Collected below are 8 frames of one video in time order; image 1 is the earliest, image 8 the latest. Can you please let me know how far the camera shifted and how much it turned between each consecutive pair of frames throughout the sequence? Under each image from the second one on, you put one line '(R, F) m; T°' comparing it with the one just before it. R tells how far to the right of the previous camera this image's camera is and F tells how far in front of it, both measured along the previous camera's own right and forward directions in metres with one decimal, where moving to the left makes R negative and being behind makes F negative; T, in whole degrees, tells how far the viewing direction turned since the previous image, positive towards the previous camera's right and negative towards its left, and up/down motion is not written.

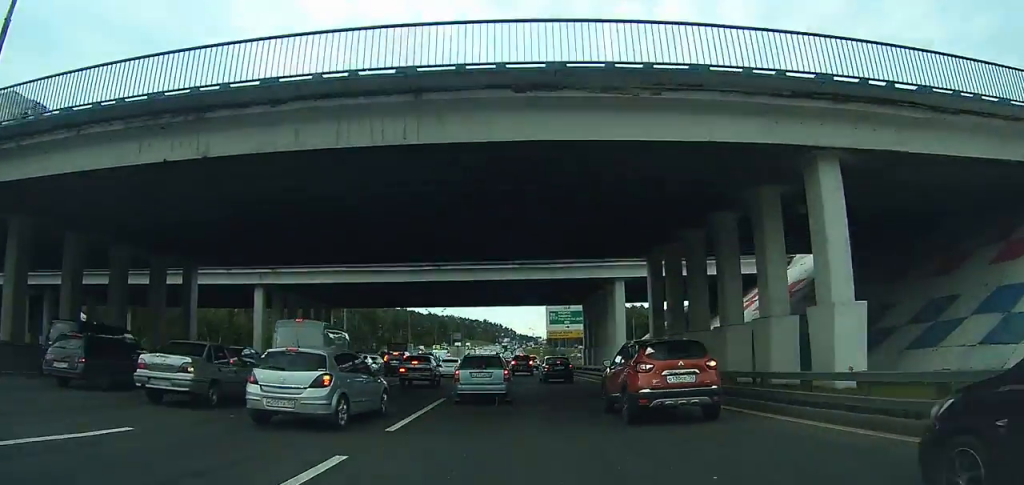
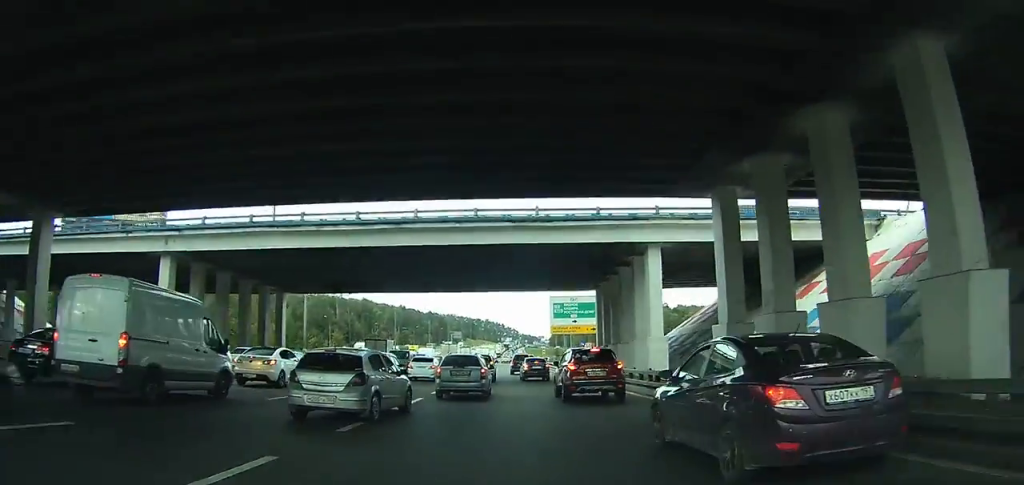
(+0.1, +12.4) m; 0°
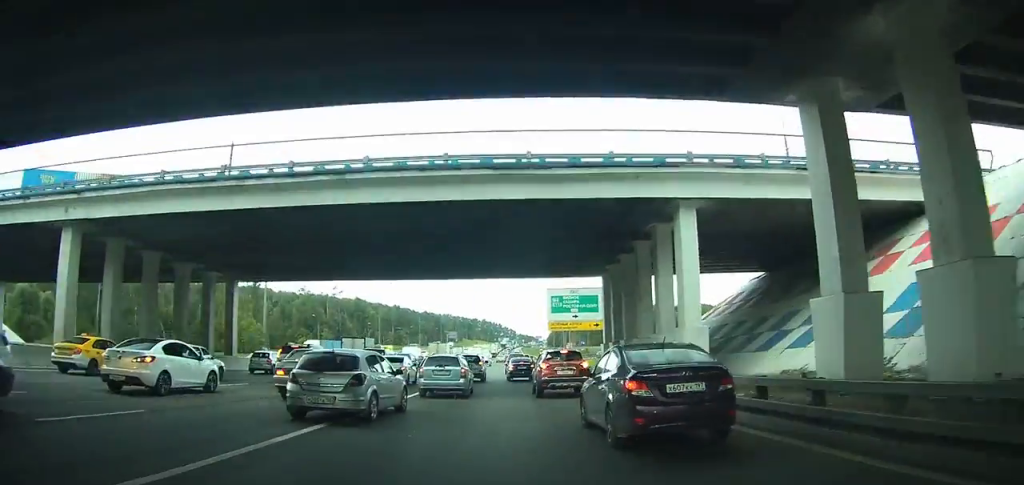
(+0.1, +7.7) m; 0°
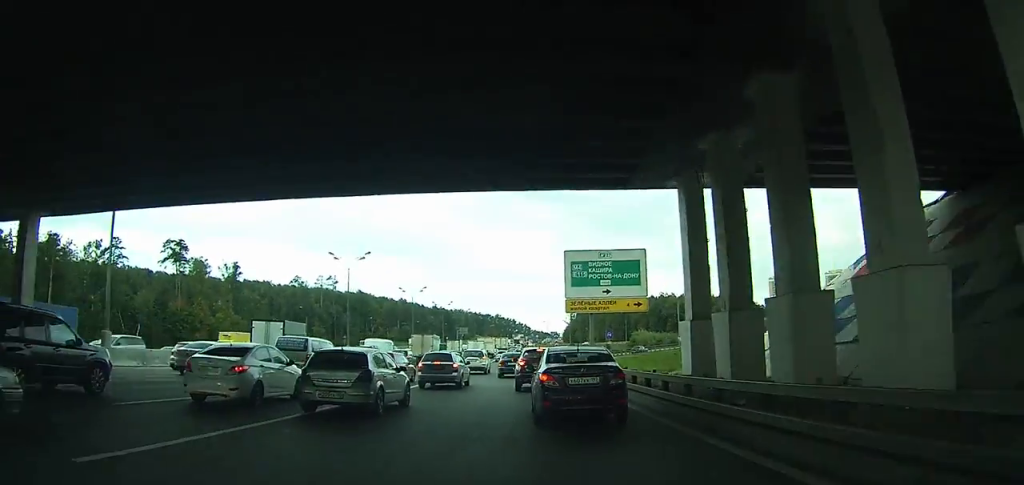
(-0.2, +19.6) m; -2°
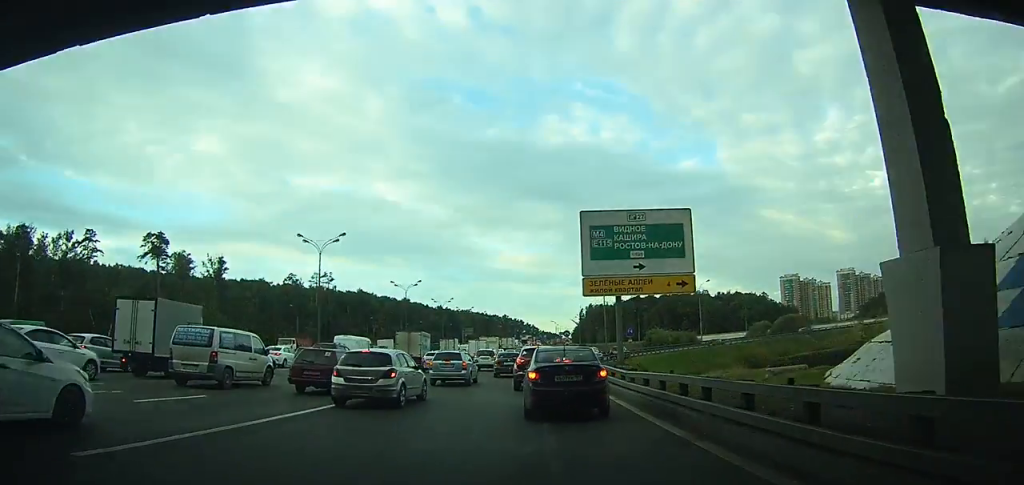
(-0.1, +11.8) m; -2°
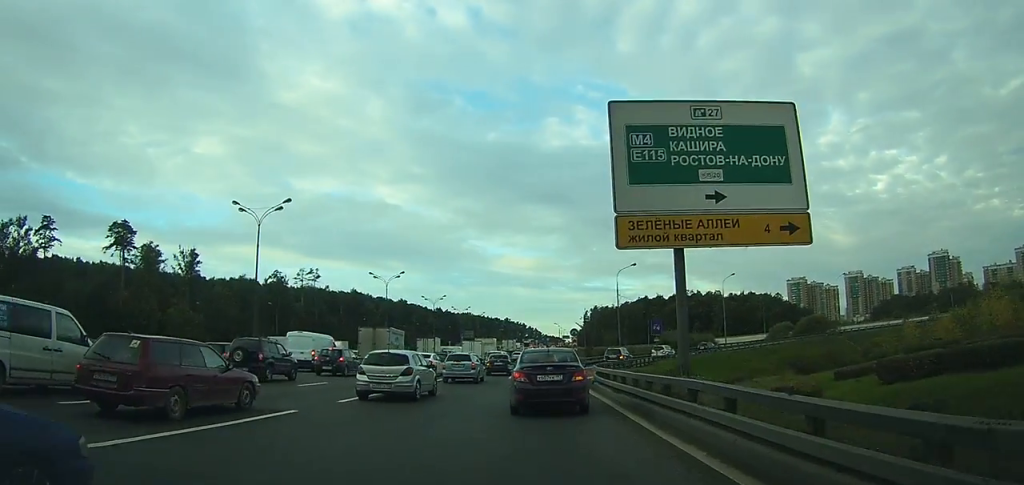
(-0.5, +15.2) m; -1°
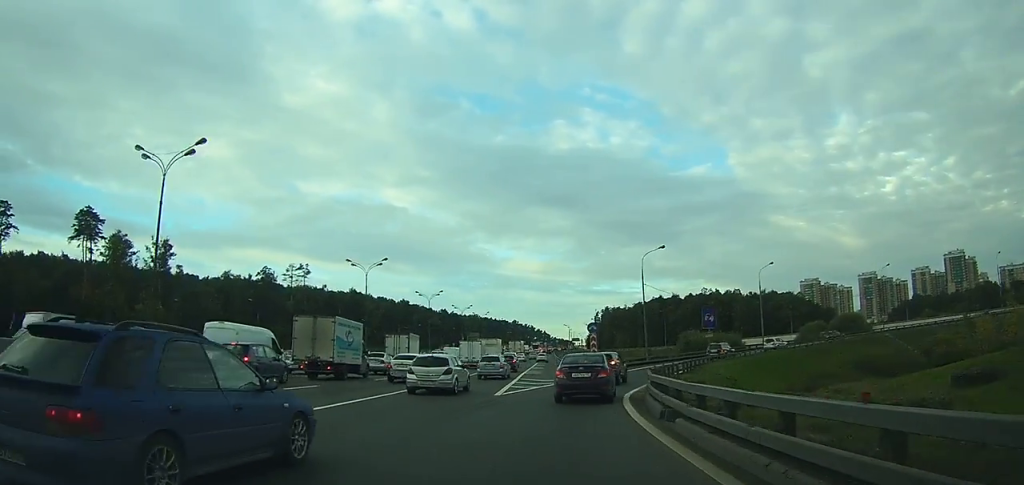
(+0.2, +16.1) m; +4°
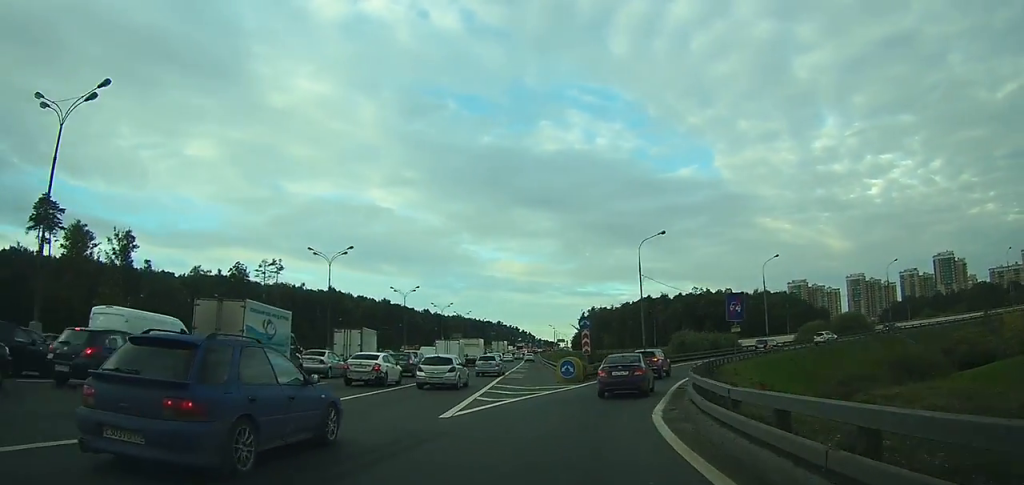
(-0.3, +8.8) m; +4°
